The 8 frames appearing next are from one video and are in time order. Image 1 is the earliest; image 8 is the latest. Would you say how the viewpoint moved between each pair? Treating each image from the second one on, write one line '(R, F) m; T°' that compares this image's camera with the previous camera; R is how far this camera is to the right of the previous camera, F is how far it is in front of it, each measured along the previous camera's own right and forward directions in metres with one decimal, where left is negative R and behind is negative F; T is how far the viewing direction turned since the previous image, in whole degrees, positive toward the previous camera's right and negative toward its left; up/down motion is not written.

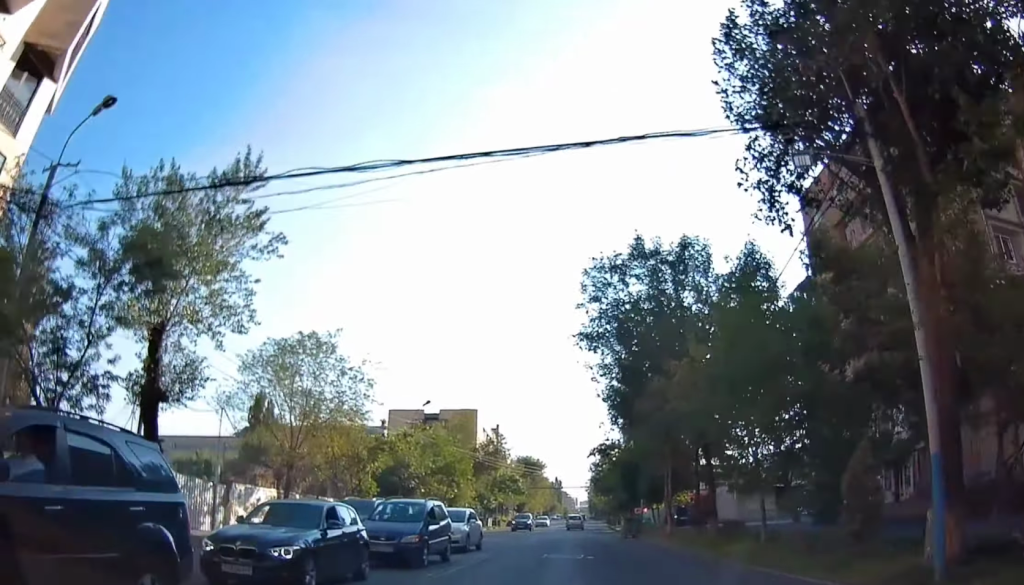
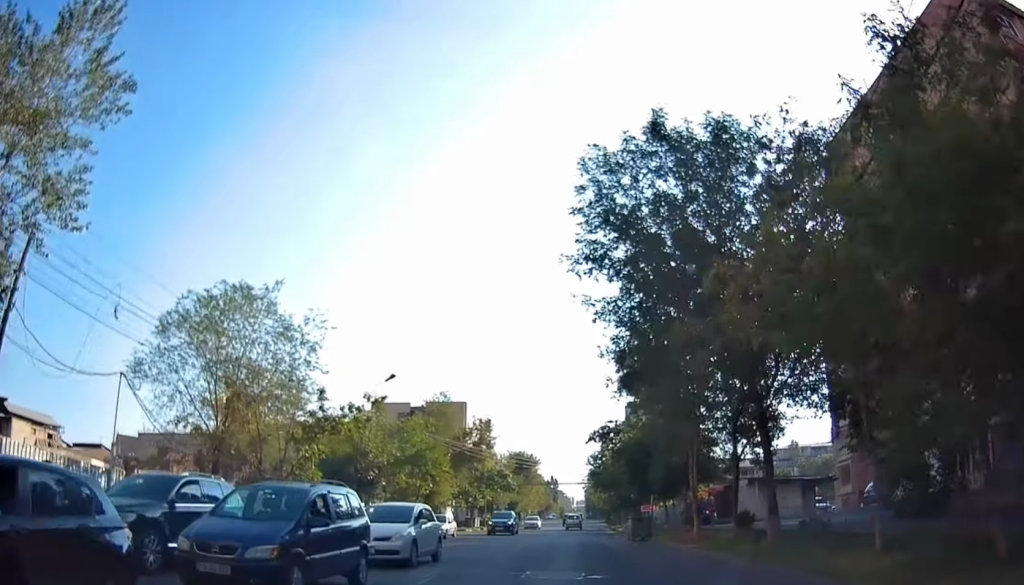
(-0.2, +7.6) m; -2°
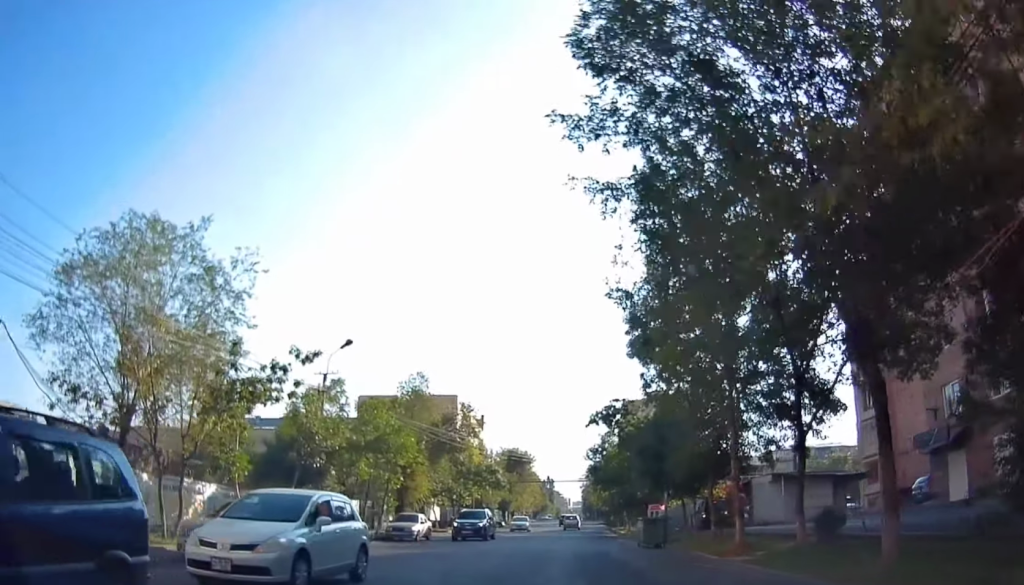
(-0.1, +6.6) m; 0°
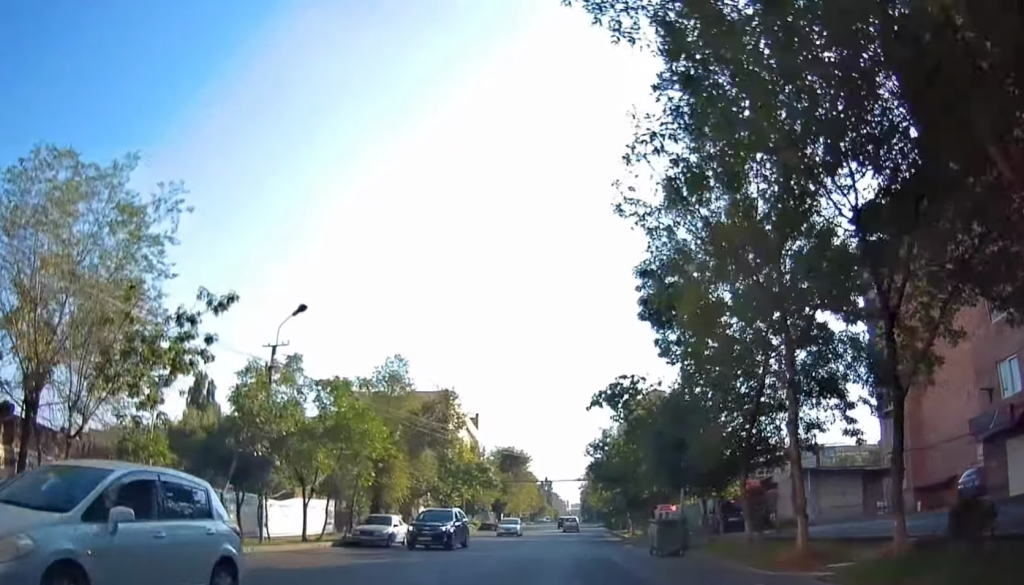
(-0.2, +5.0) m; +1°
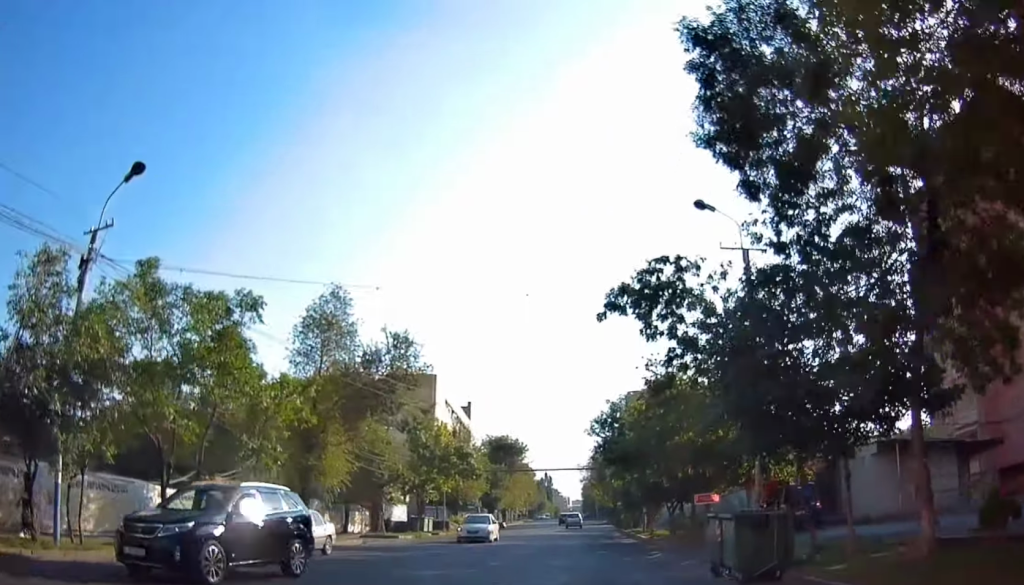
(+0.3, +10.4) m; +2°
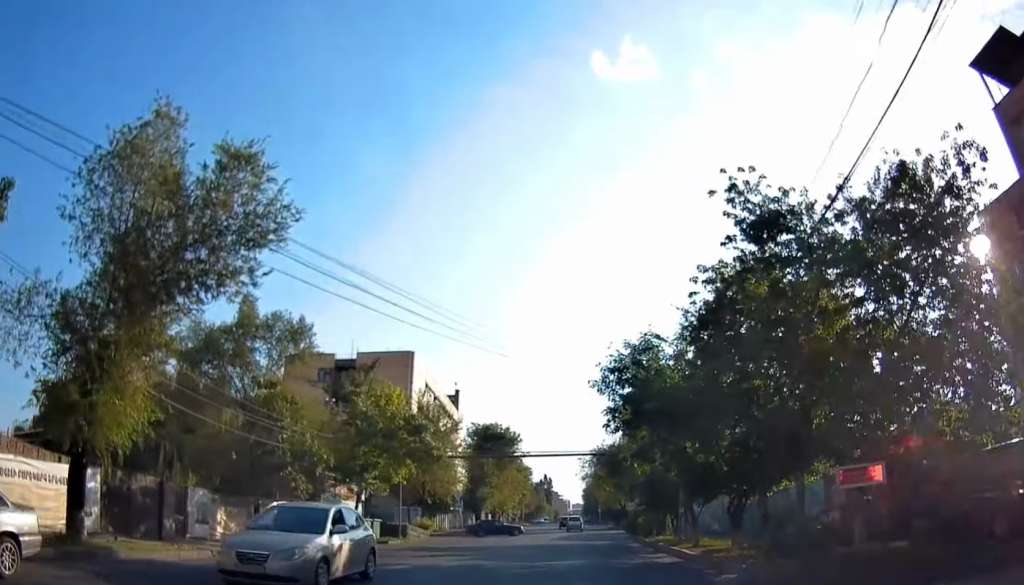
(+0.1, +13.7) m; -1°
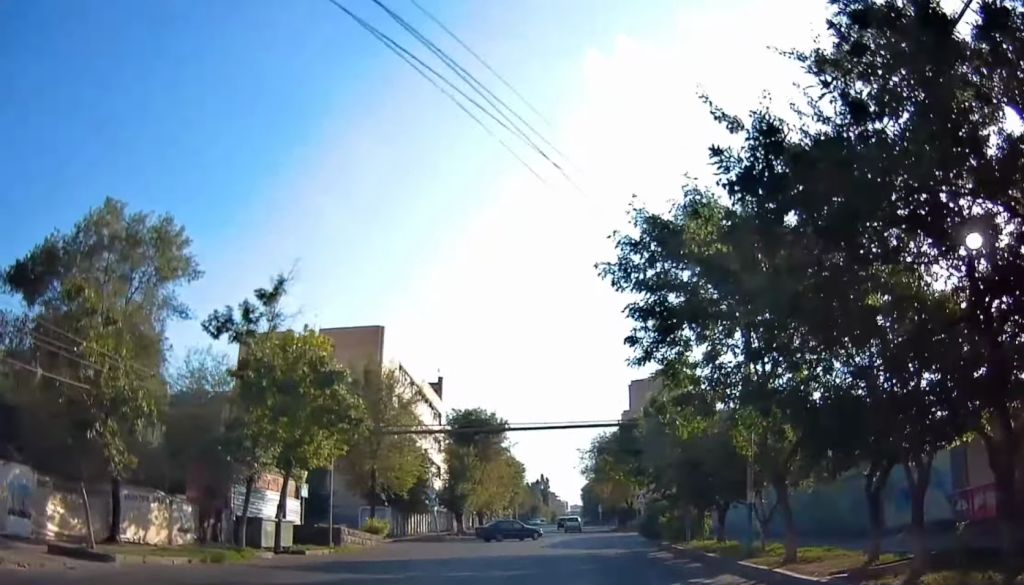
(-0.2, +11.0) m; 0°
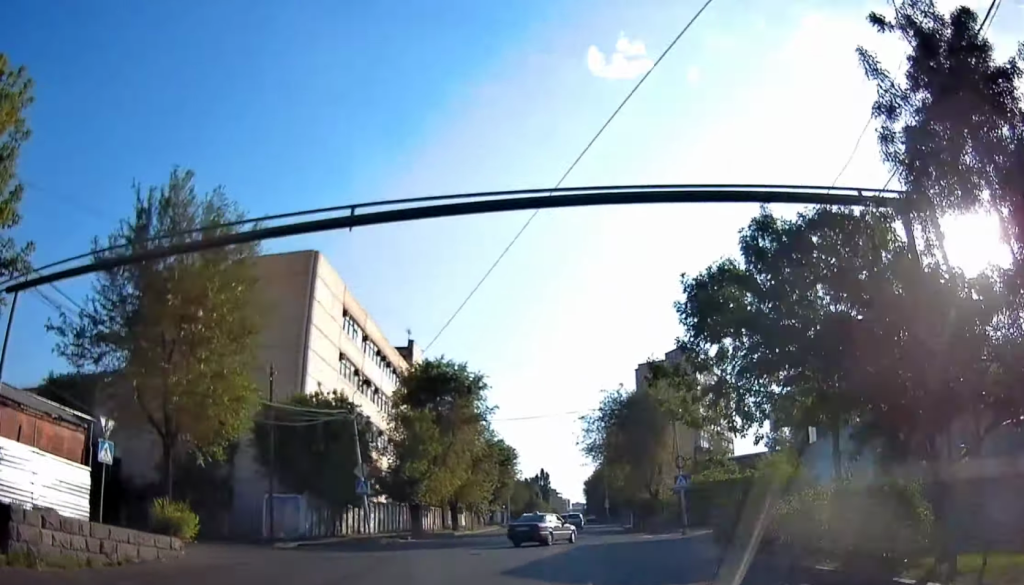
(+0.6, +18.7) m; +2°
